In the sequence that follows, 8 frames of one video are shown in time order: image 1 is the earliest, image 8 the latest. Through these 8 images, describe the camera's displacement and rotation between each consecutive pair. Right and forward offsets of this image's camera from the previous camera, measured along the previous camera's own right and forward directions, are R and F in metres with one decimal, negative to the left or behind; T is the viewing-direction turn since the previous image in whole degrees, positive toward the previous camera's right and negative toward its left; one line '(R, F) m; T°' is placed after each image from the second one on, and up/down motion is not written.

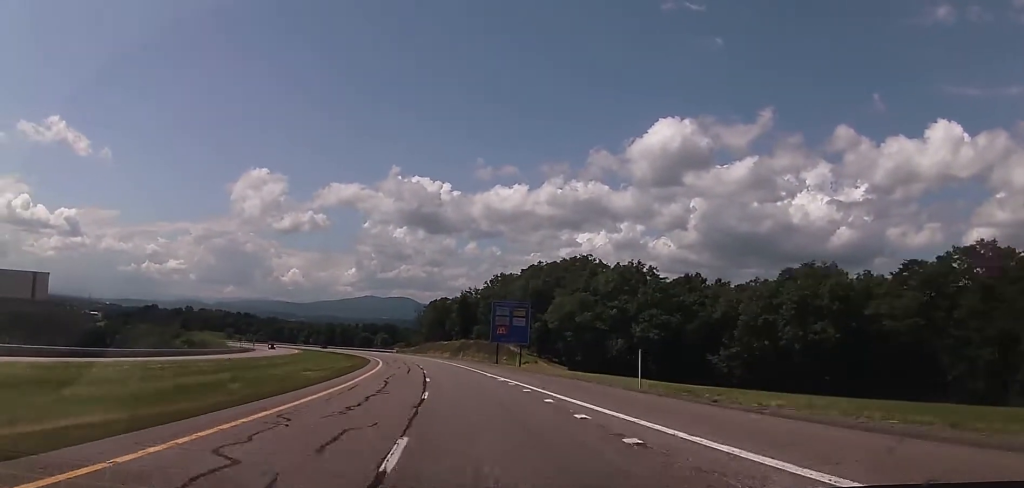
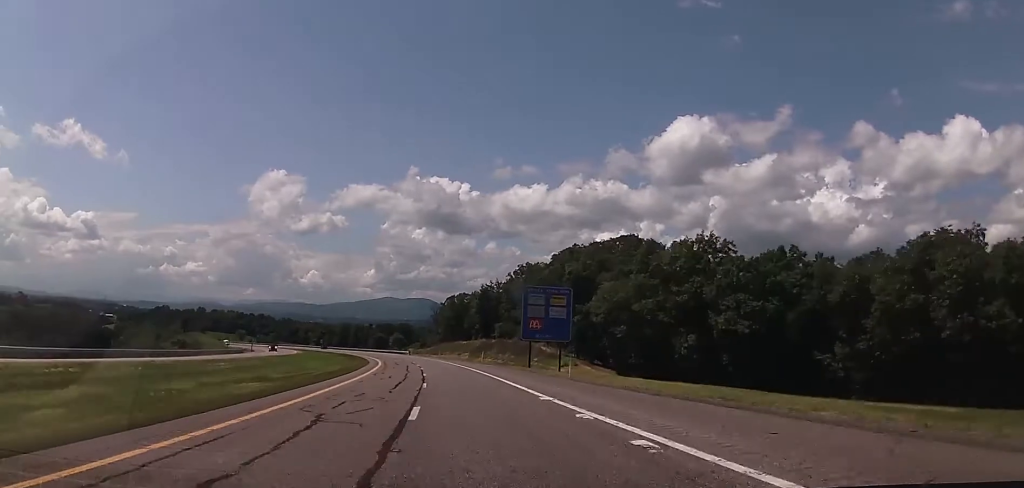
(-0.1, +18.5) m; -2°
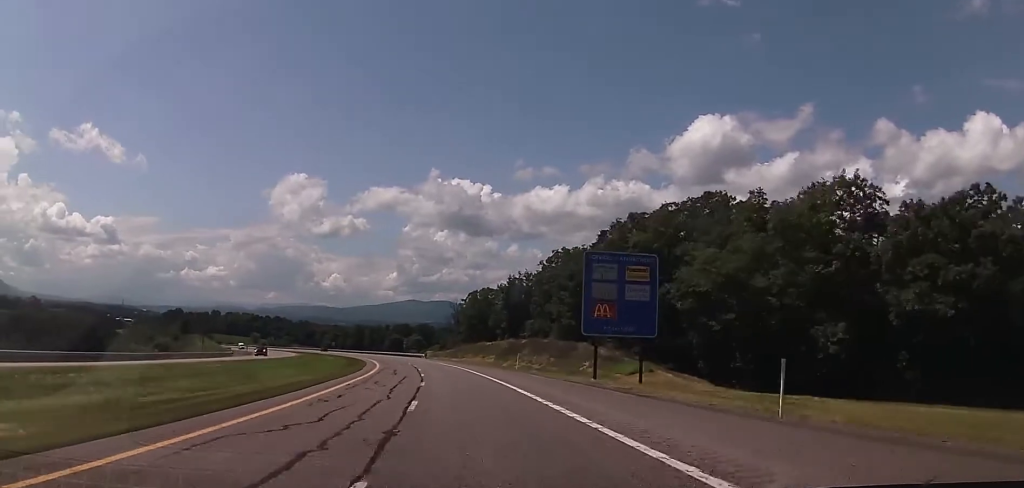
(-0.8, +21.9) m; -2°
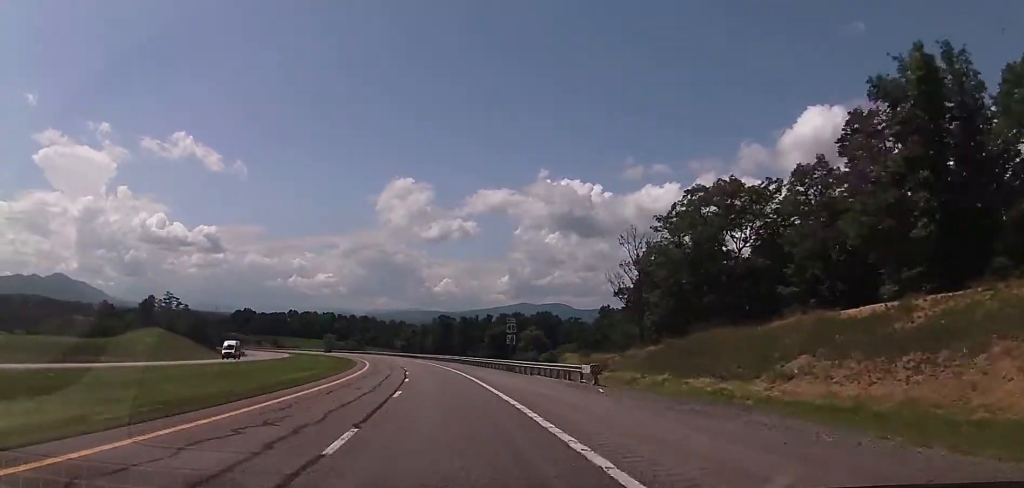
(-6.7, +105.1) m; -9°
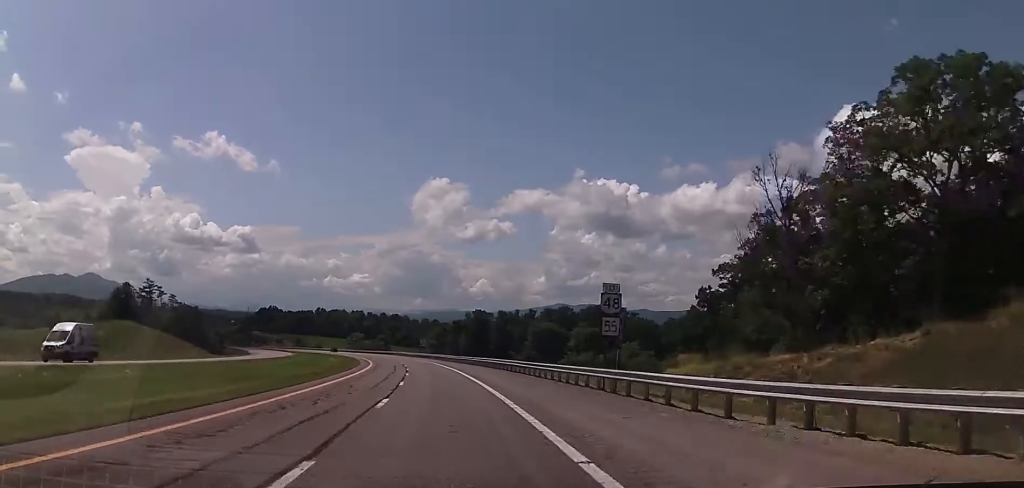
(-0.5, +28.6) m; -3°
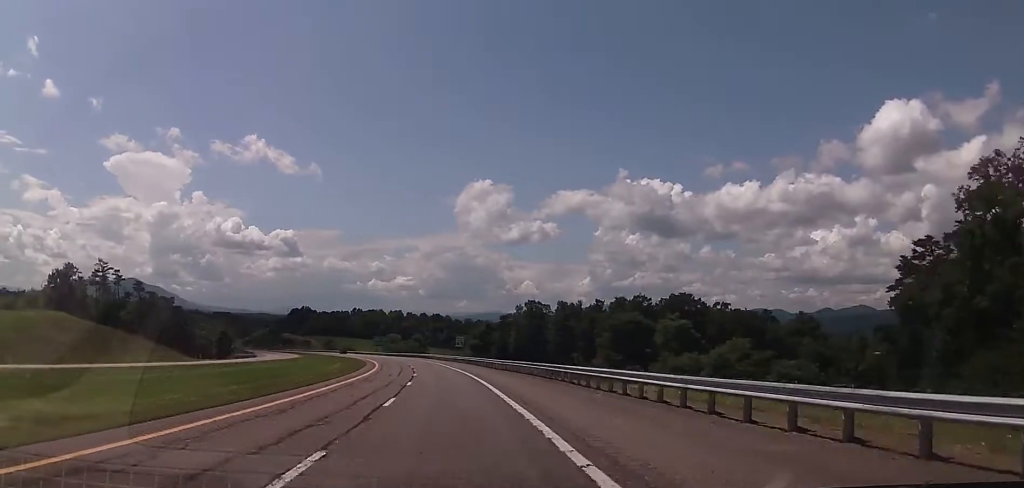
(-1.3, +35.1) m; -4°
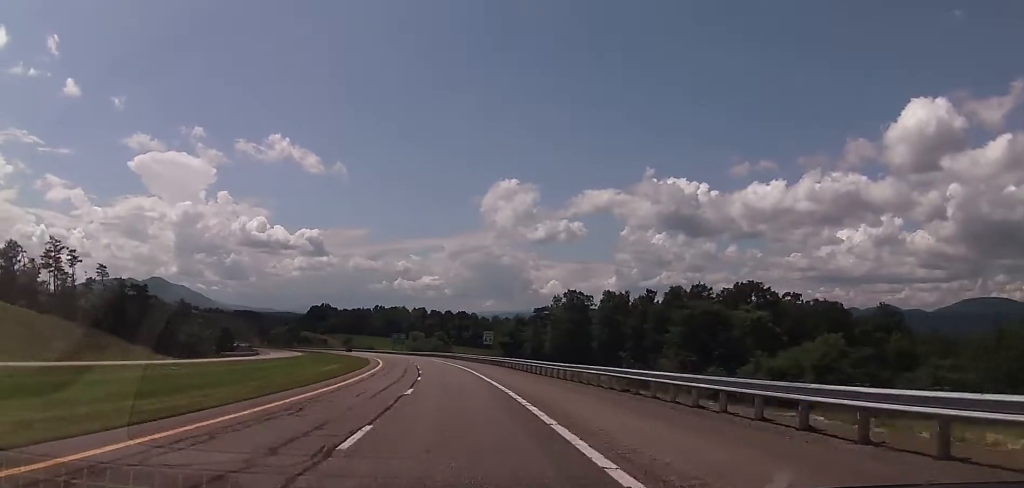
(-0.6, +20.9) m; -2°
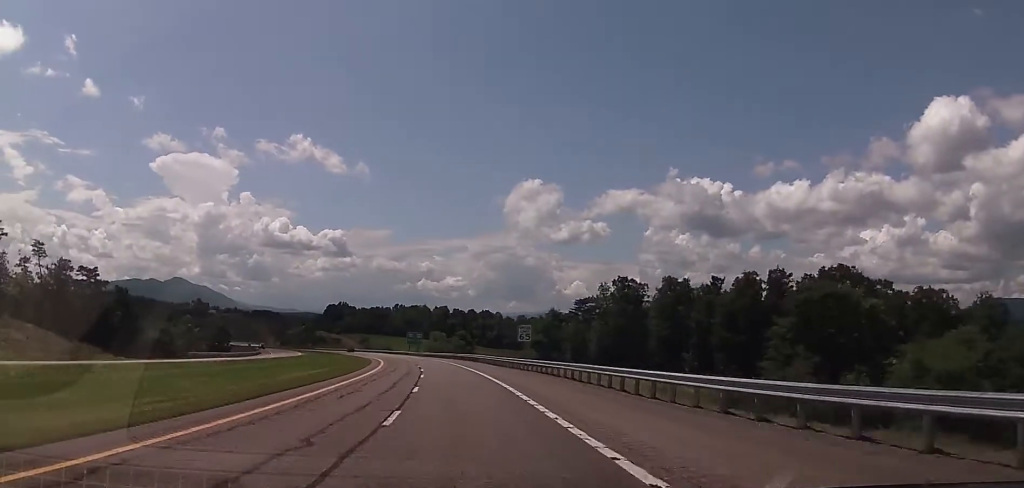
(-0.3, +22.0) m; -2°
